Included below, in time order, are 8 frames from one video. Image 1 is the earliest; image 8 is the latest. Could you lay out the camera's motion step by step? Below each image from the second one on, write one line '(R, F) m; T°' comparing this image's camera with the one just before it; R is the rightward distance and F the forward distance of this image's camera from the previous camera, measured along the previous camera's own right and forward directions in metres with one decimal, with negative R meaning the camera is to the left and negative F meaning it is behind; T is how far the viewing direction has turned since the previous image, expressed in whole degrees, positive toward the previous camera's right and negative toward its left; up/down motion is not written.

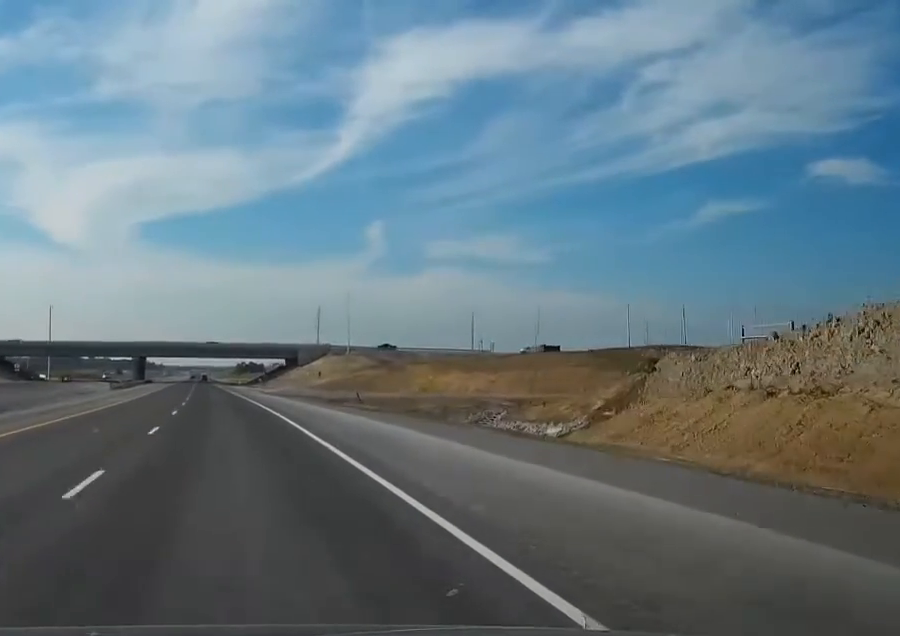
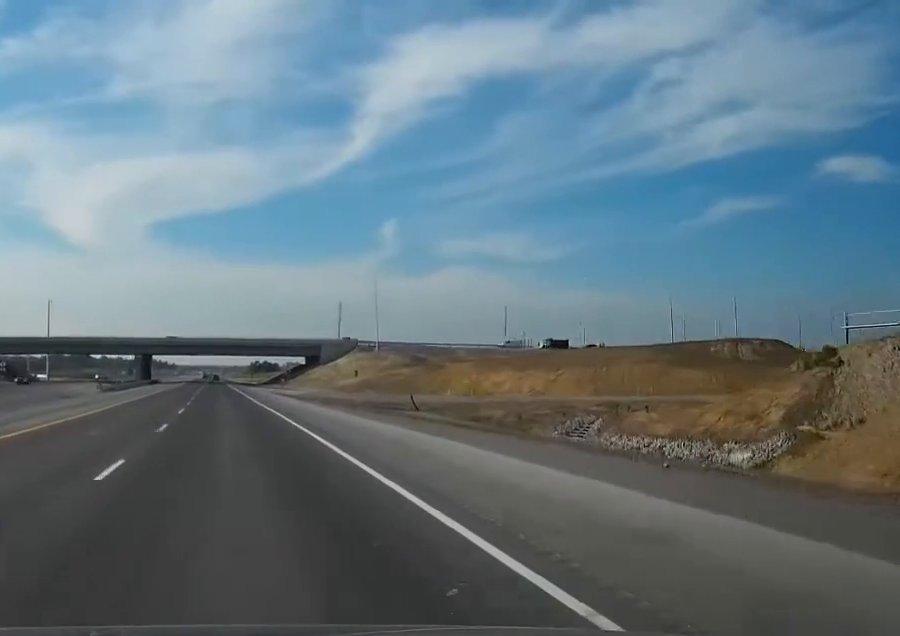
(-0.1, +21.5) m; -1°
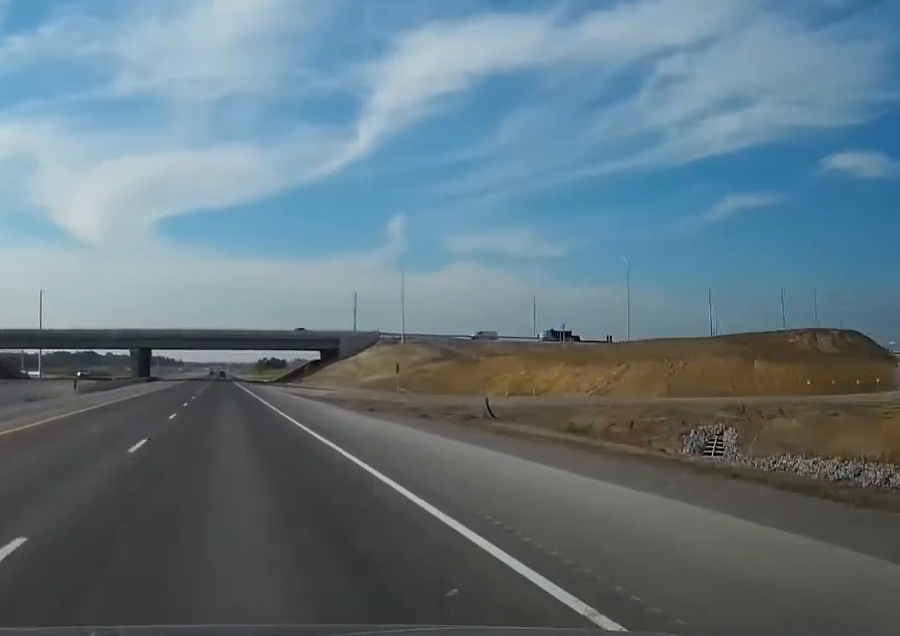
(+0.1, +19.5) m; 0°
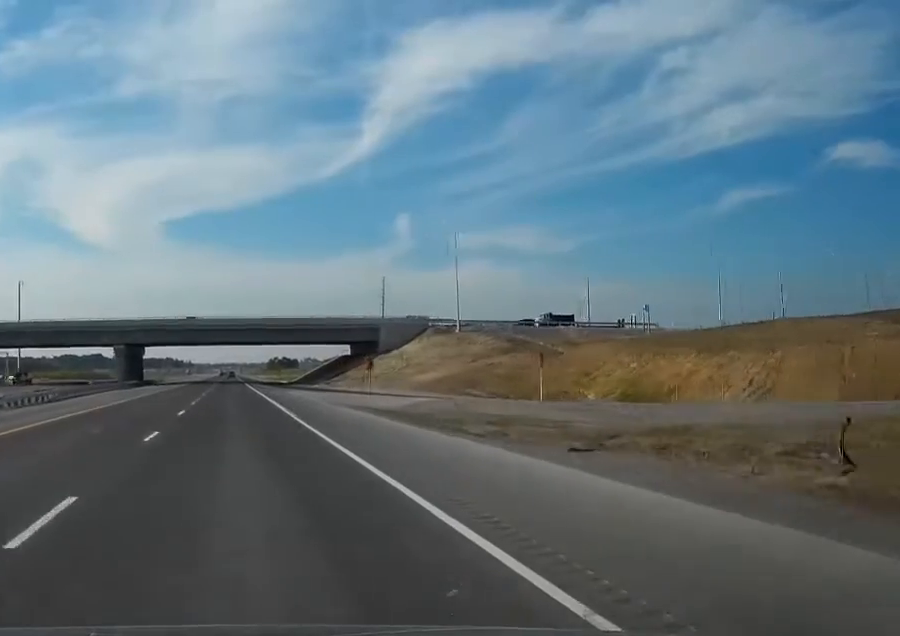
(-0.4, +32.9) m; -1°
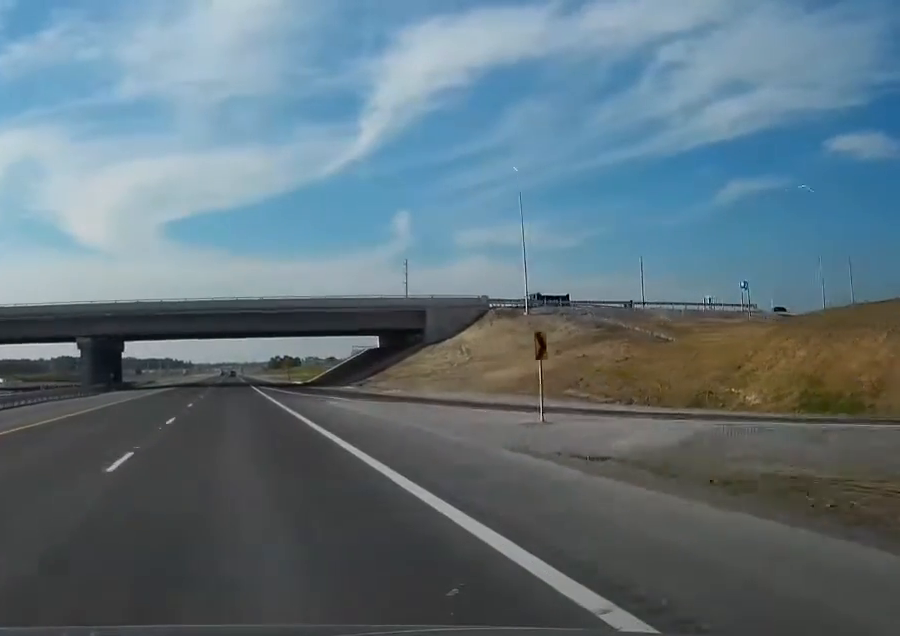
(+0.1, +29.8) m; 0°
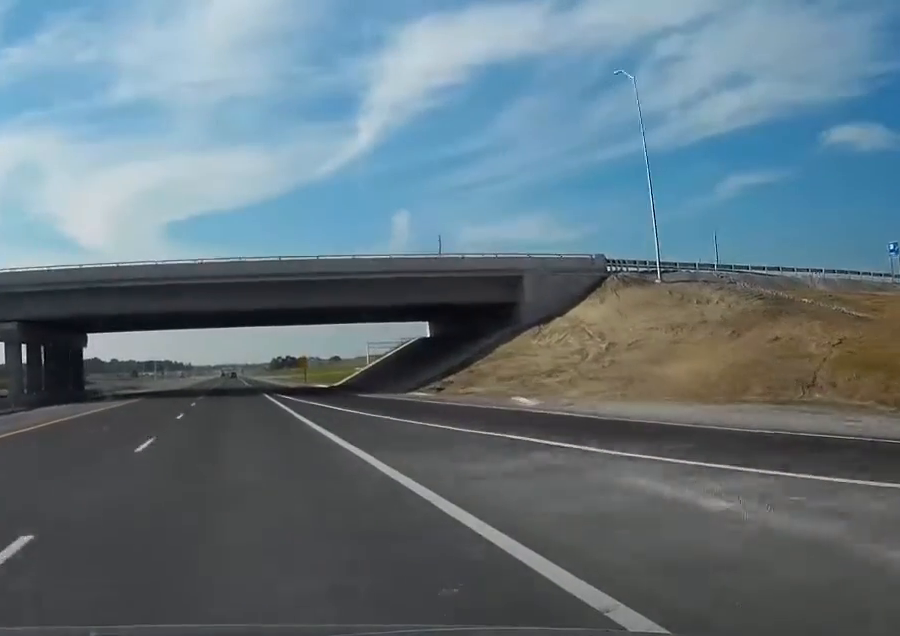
(-0.1, +32.0) m; 0°
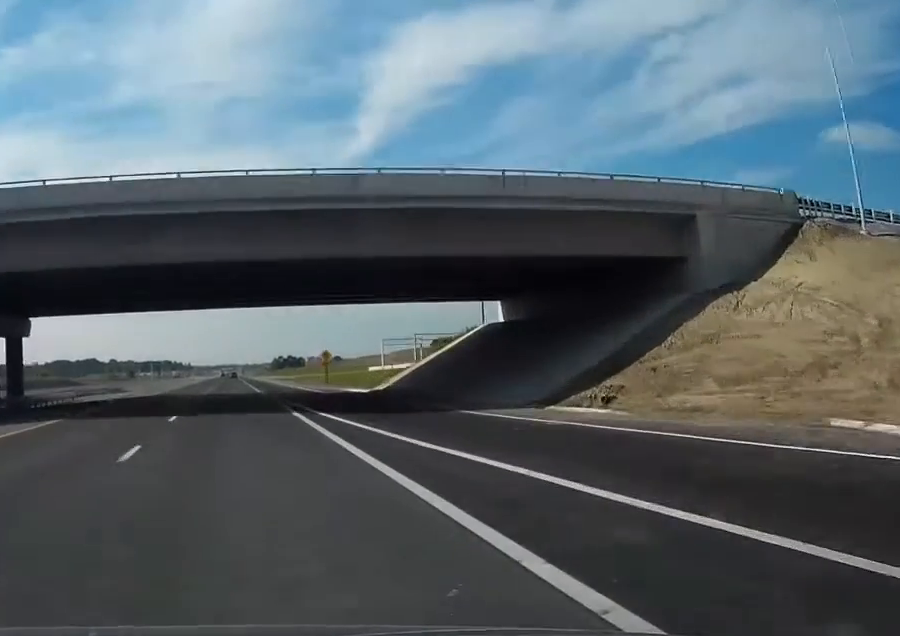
(0.0, +25.9) m; 0°
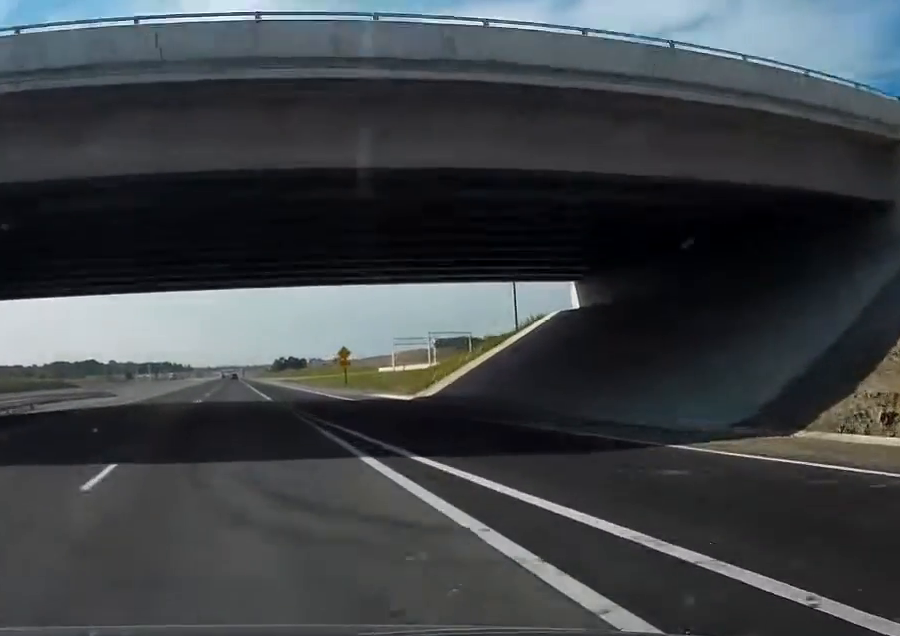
(0.0, +15.5) m; 0°
